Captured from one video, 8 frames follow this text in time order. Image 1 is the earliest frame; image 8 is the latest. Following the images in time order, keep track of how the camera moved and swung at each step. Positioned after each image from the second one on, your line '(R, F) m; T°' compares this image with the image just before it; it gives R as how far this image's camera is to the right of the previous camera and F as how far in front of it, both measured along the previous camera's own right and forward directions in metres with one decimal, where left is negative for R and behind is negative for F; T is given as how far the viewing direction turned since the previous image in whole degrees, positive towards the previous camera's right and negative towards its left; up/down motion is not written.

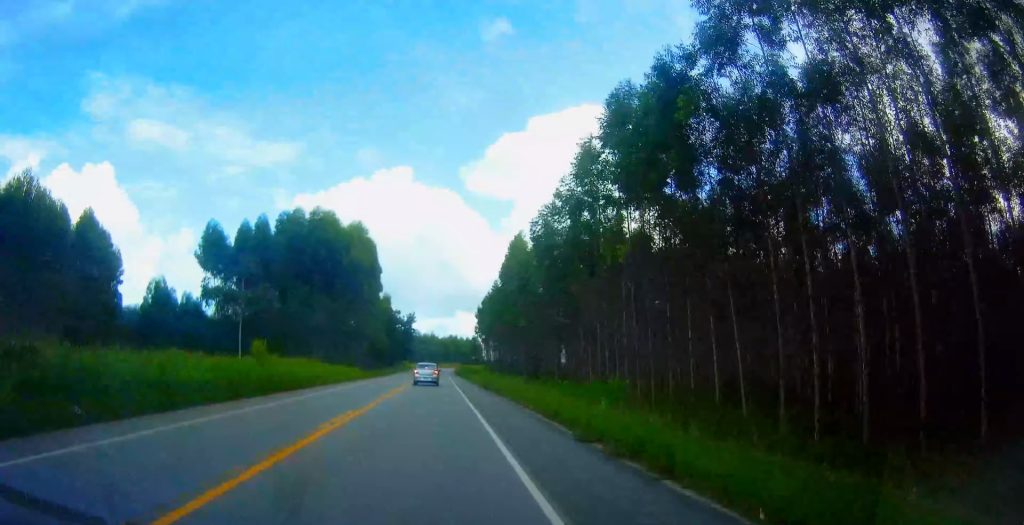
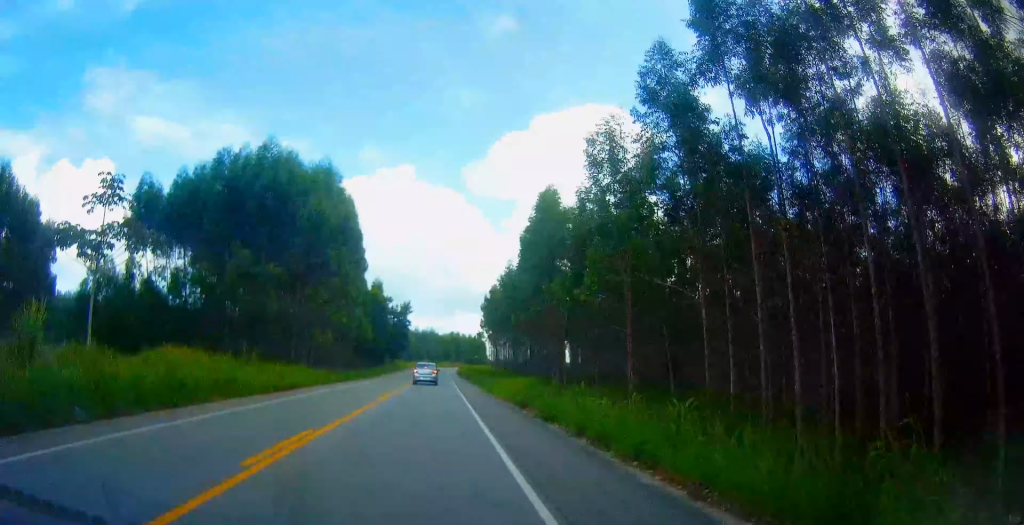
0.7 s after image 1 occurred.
(0.0, +21.0) m; 0°
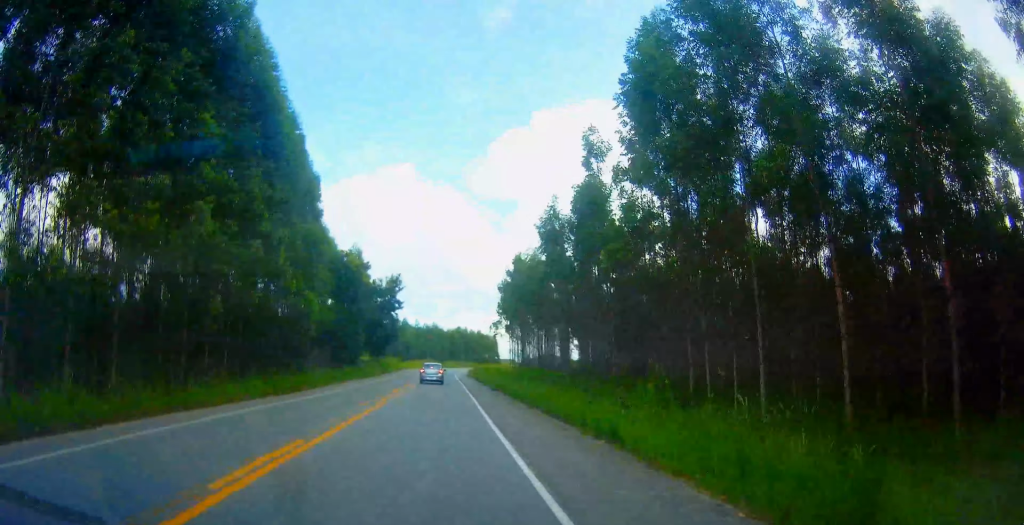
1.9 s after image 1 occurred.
(0.0, +34.3) m; 0°
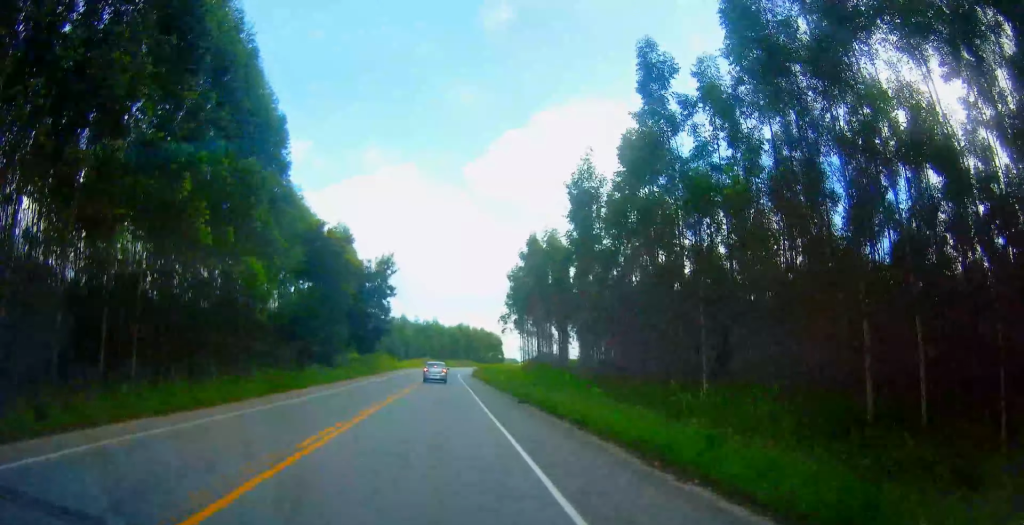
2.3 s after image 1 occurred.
(0.0, +13.3) m; 0°
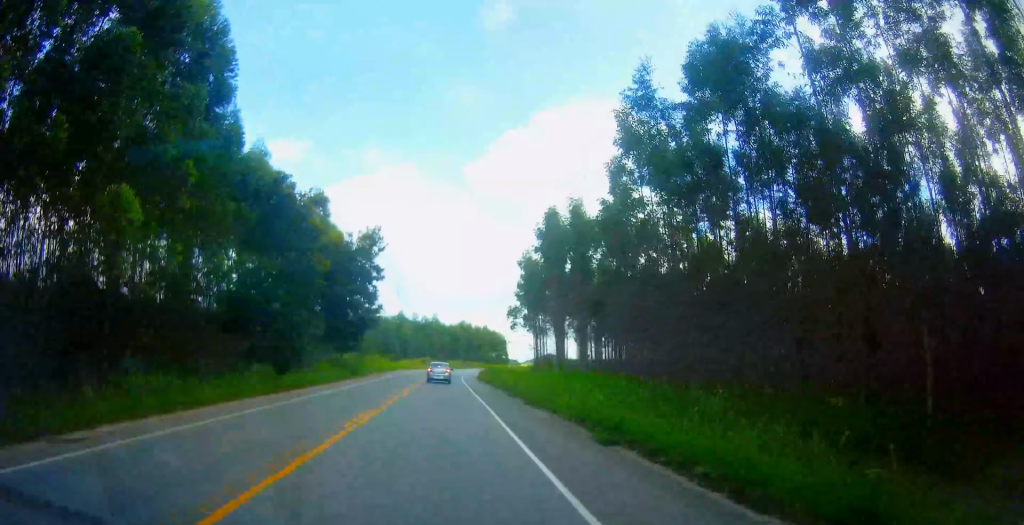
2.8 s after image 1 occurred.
(0.0, +13.2) m; 0°
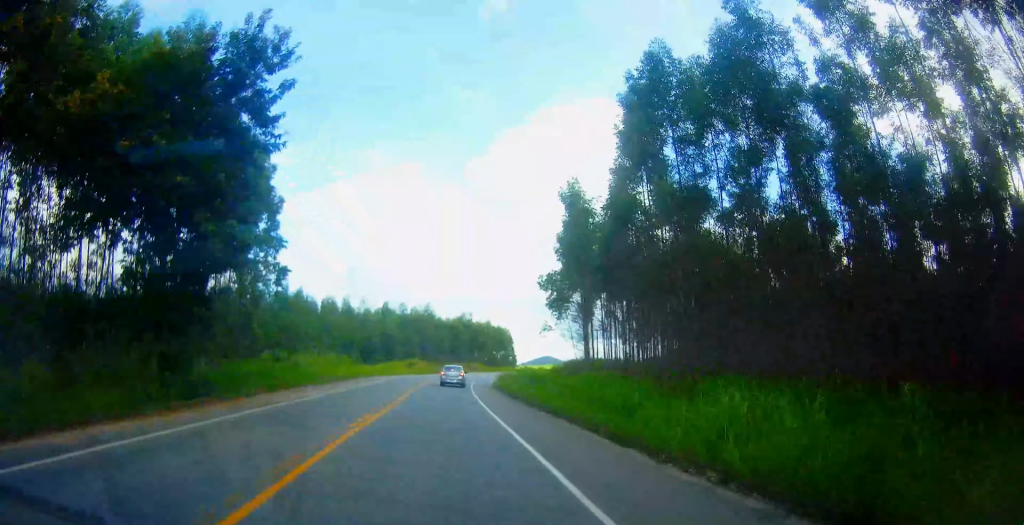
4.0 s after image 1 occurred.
(+0.2, +32.9) m; -1°
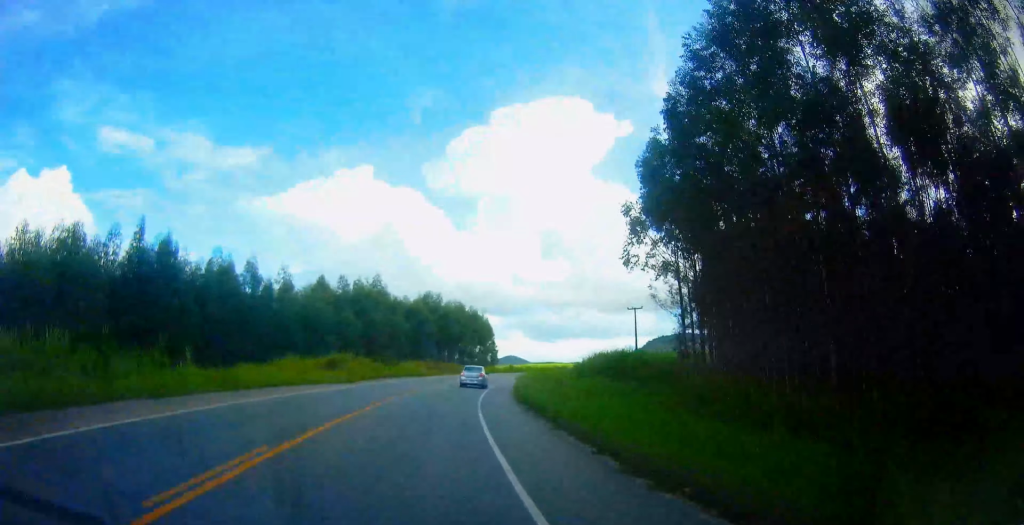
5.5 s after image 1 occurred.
(-0.7, +40.9) m; 0°
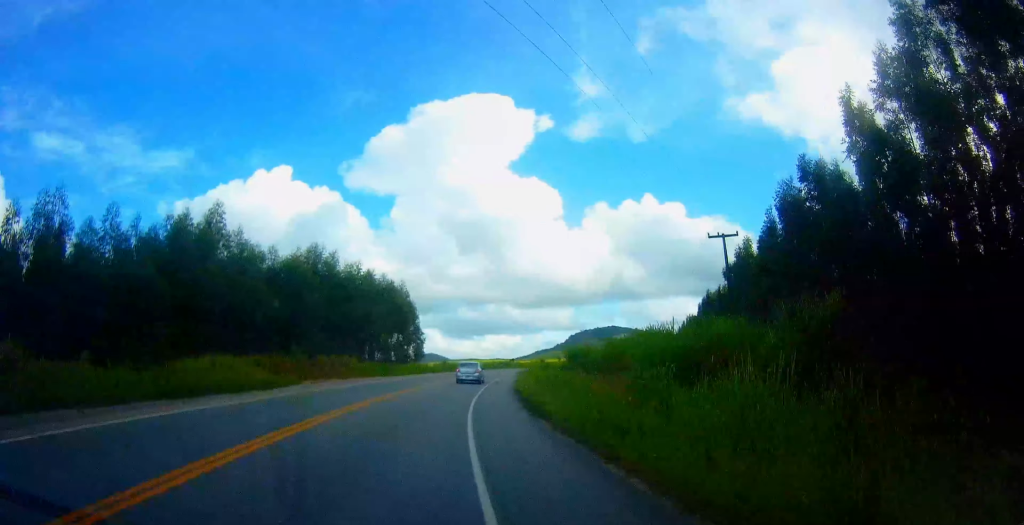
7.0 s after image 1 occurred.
(+1.8, +41.7) m; +4°
